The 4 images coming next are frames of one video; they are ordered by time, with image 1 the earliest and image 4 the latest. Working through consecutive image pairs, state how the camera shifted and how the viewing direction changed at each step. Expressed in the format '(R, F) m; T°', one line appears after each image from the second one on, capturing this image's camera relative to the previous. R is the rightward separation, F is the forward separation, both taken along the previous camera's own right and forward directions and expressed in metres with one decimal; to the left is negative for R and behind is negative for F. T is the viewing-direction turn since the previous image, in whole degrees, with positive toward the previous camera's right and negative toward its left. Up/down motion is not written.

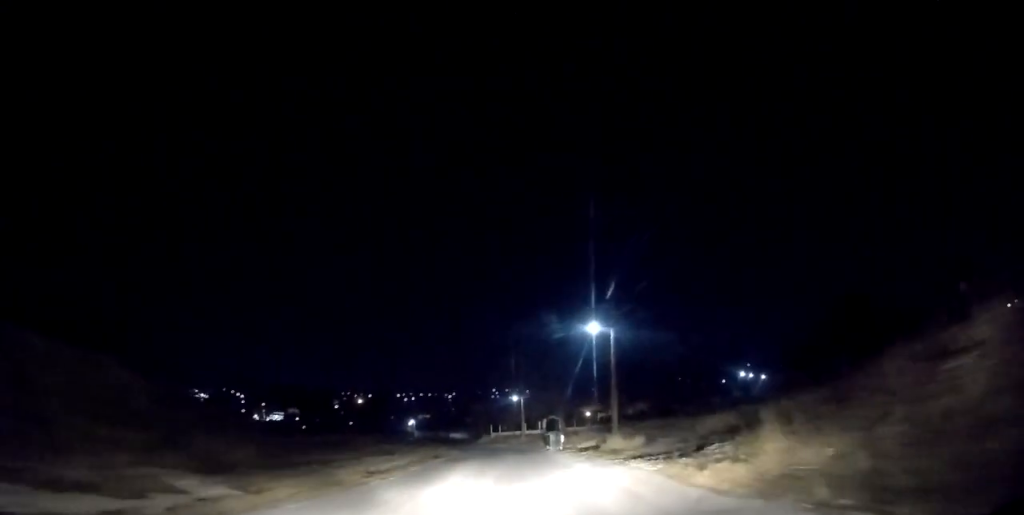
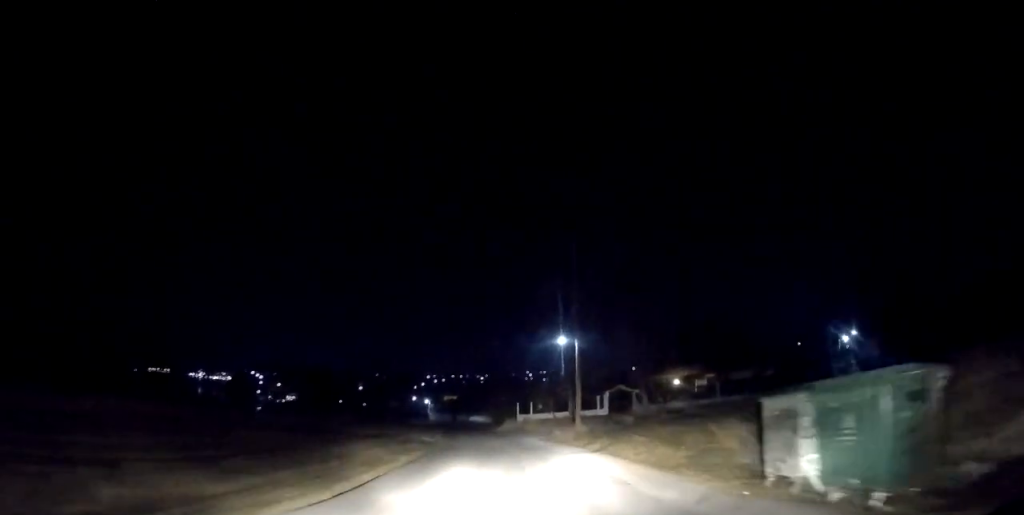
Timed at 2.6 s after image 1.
(-2.0, +34.3) m; -4°
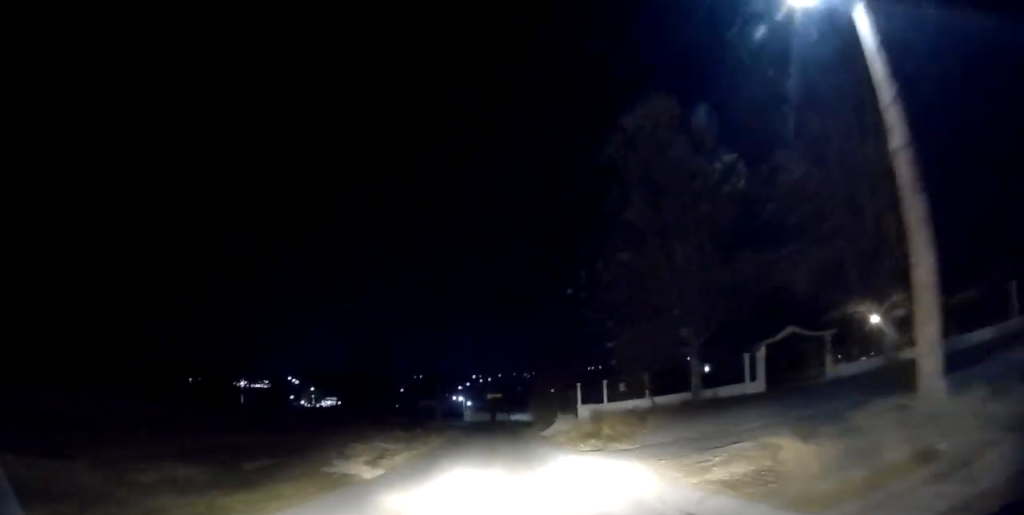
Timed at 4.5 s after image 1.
(-0.1, +25.9) m; -3°
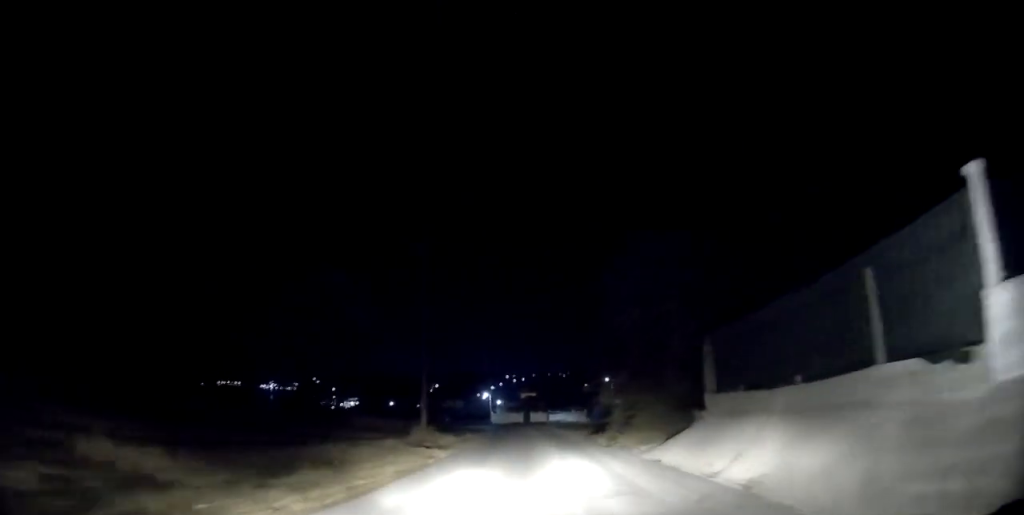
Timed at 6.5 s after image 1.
(-2.0, +27.1) m; -7°
